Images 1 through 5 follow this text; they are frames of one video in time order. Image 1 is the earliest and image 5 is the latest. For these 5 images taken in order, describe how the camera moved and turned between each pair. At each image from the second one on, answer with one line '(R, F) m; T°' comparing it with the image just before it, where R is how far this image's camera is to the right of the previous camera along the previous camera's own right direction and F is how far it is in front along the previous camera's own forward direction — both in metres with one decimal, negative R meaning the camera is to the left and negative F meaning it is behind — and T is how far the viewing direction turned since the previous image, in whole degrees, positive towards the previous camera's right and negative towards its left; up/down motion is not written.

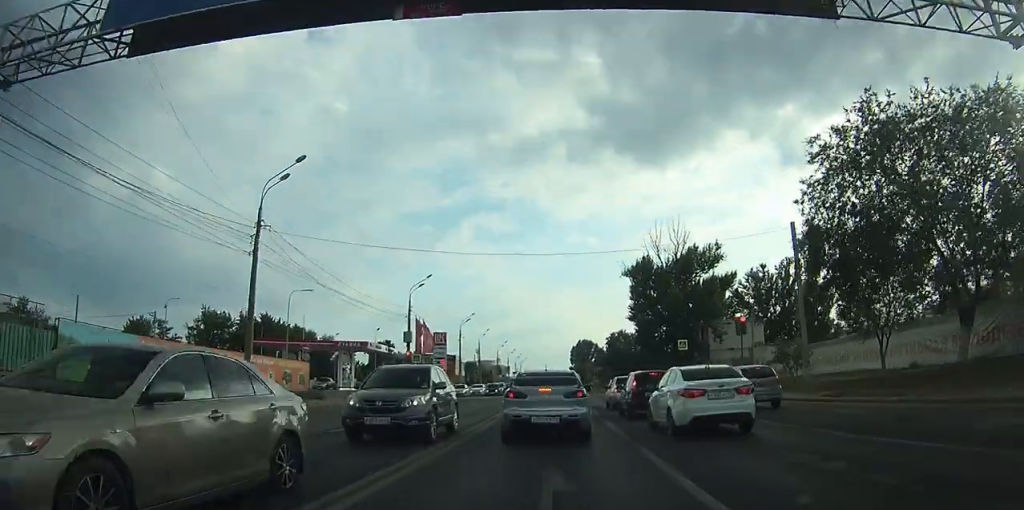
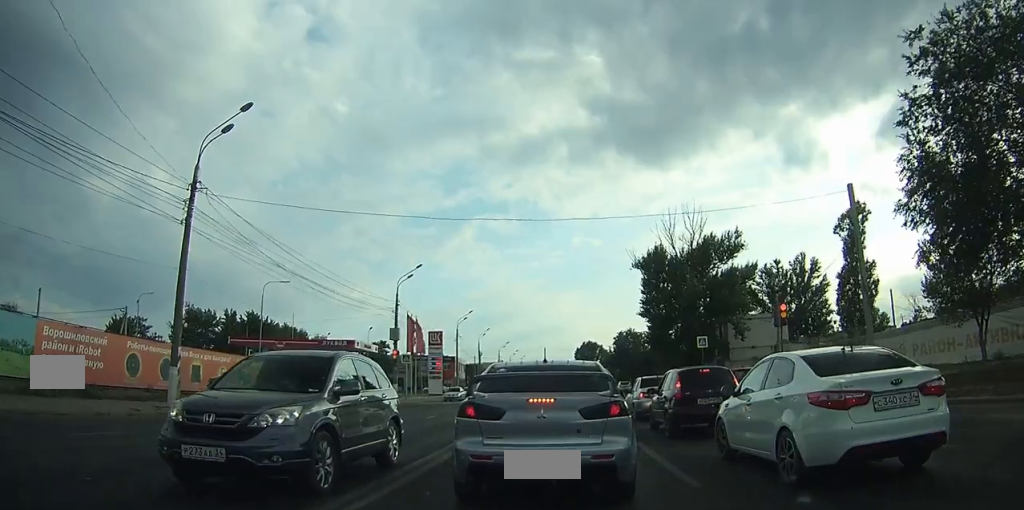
(-0.3, +8.8) m; -3°
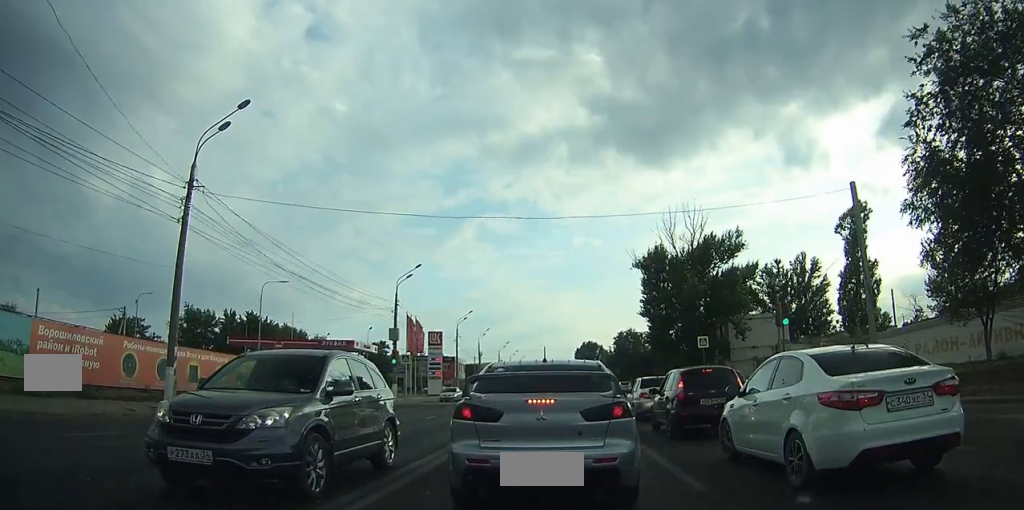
(0.0, +0.4) m; +2°
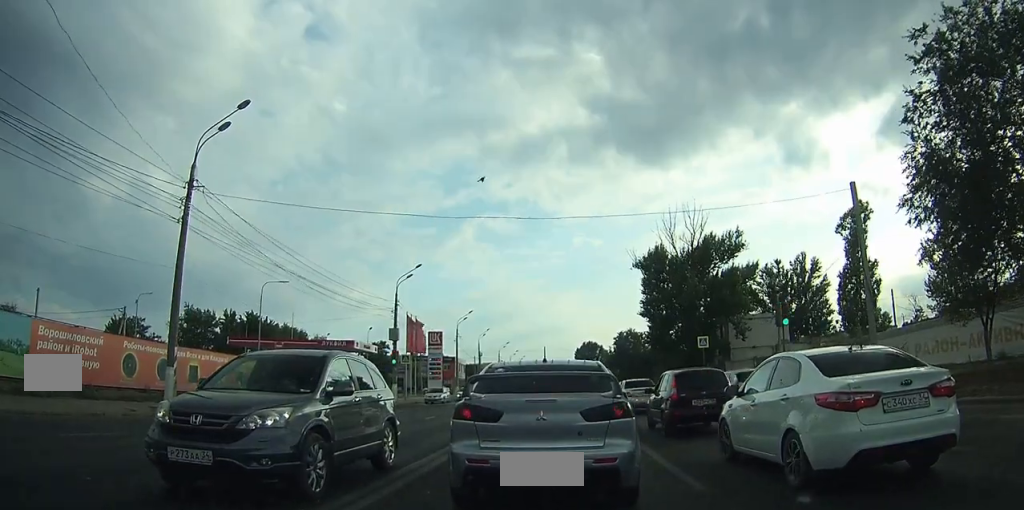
(0.0, +1.0) m; +2°
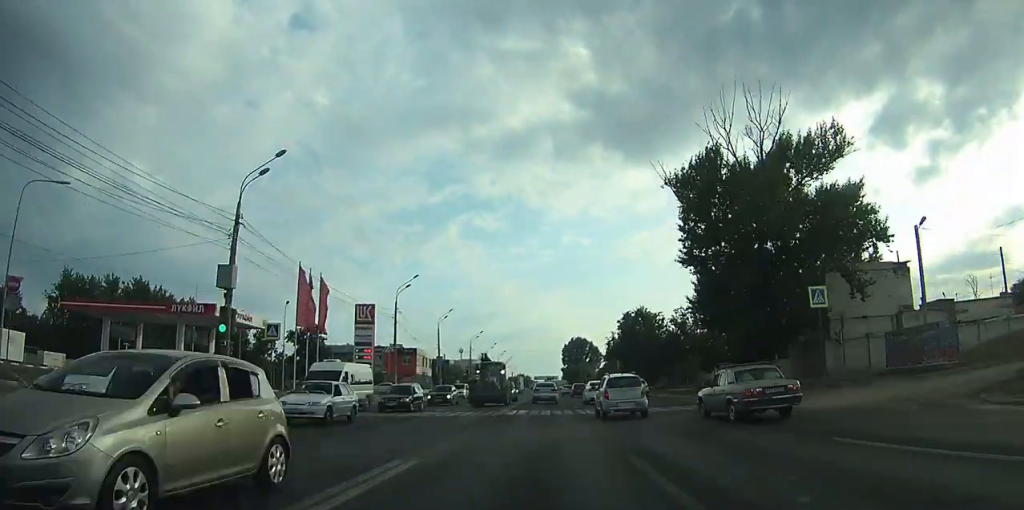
(+1.0, +35.0) m; +2°
